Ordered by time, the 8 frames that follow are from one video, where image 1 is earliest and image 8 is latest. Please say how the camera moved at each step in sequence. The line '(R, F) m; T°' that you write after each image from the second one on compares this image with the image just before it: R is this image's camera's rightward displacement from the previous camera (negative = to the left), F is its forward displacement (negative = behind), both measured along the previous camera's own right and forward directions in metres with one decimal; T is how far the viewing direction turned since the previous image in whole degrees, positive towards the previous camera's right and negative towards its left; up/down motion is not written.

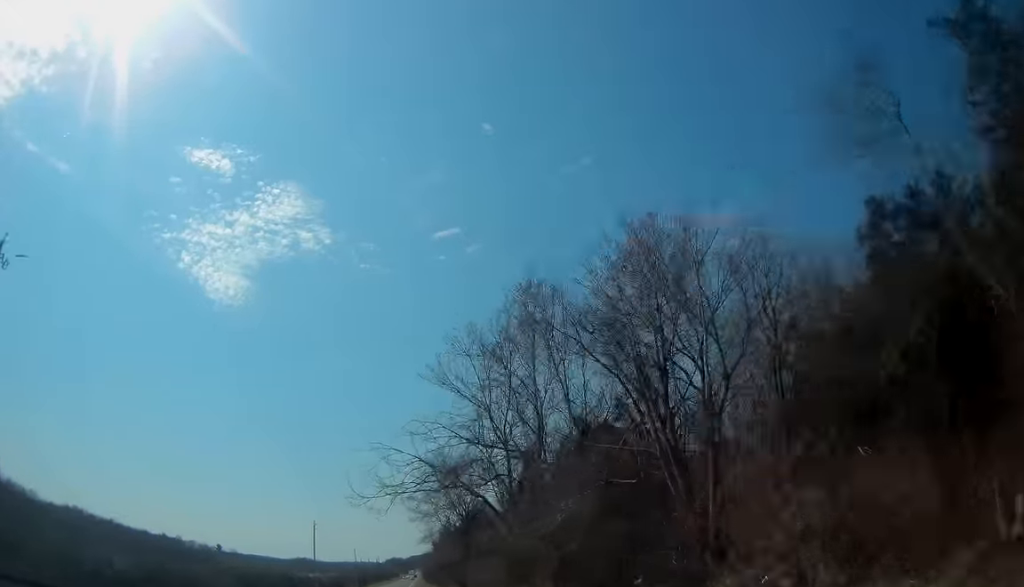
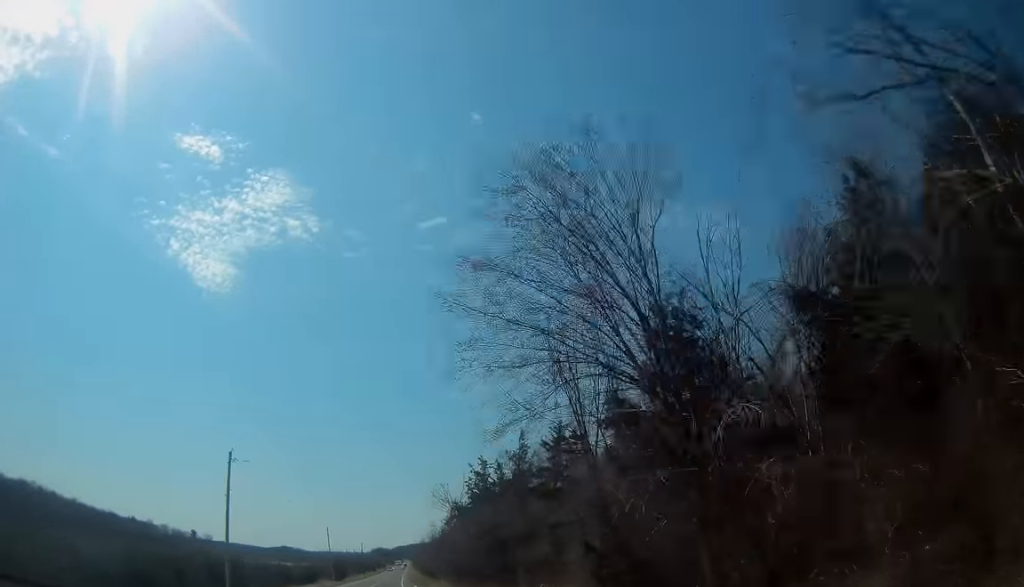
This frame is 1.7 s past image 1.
(+0.4, +46.1) m; +1°
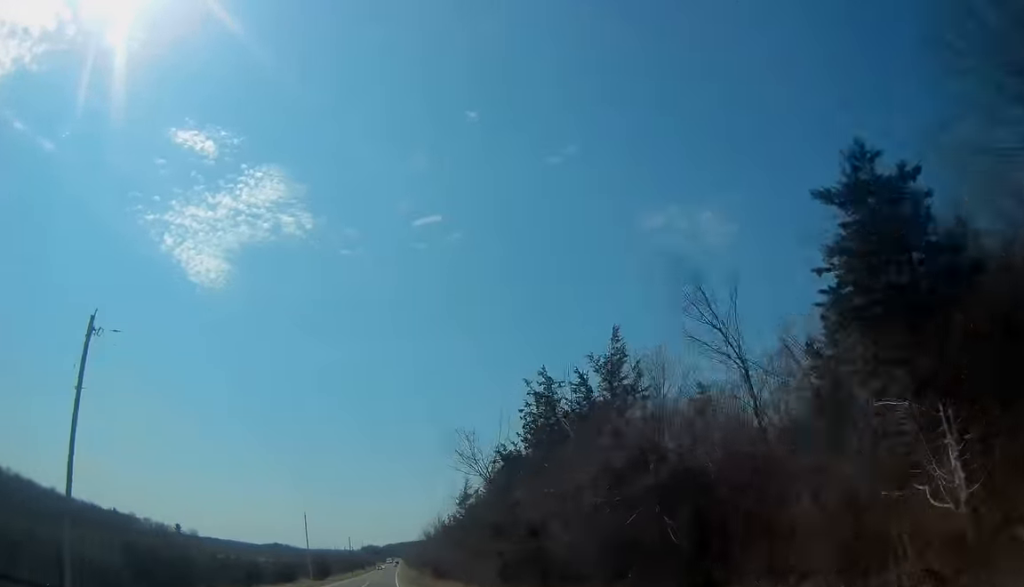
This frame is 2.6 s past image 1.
(+0.2, +23.9) m; +1°
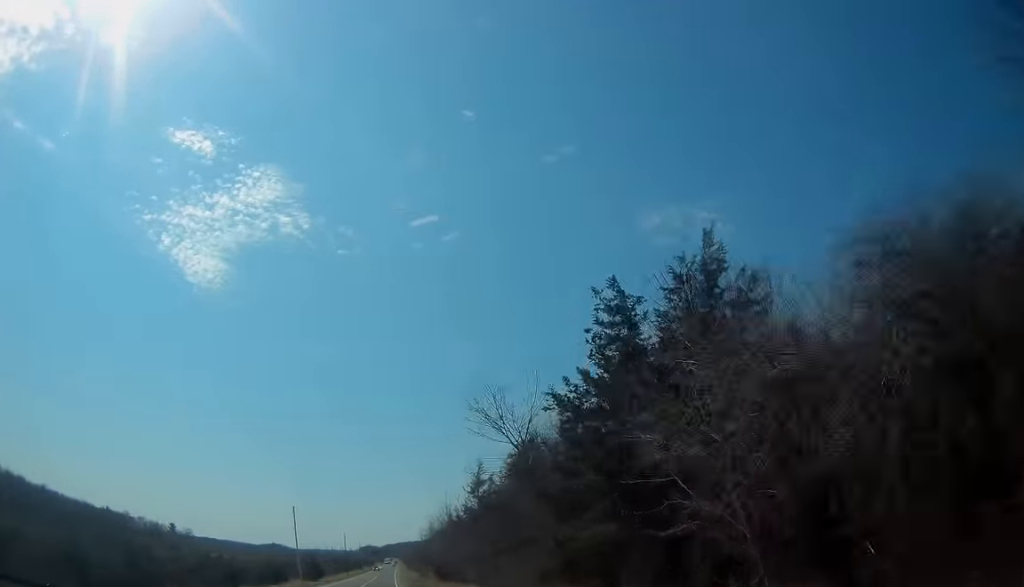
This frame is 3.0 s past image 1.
(0.0, +10.6) m; 0°
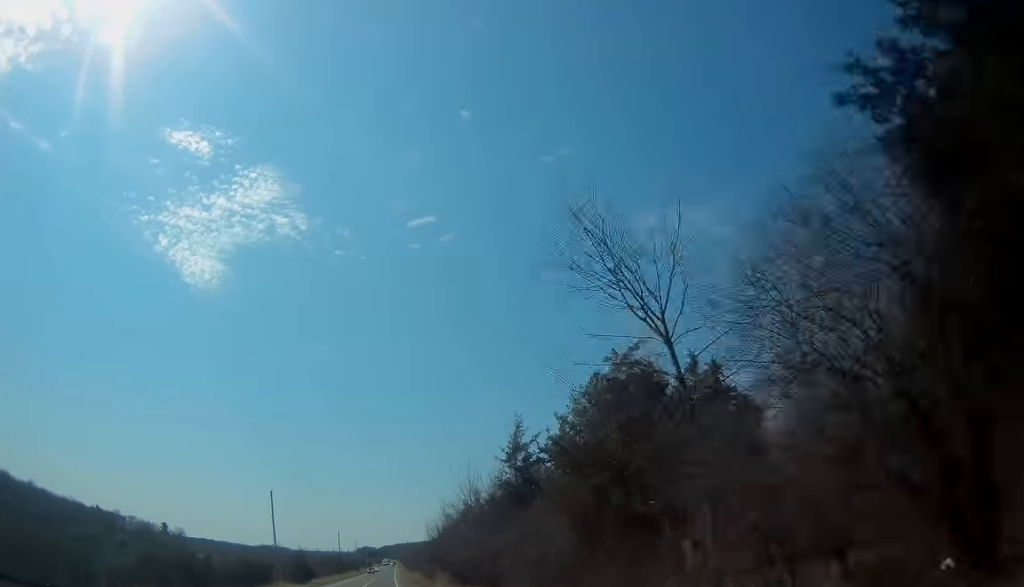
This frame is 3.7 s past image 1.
(0.0, +16.8) m; 0°
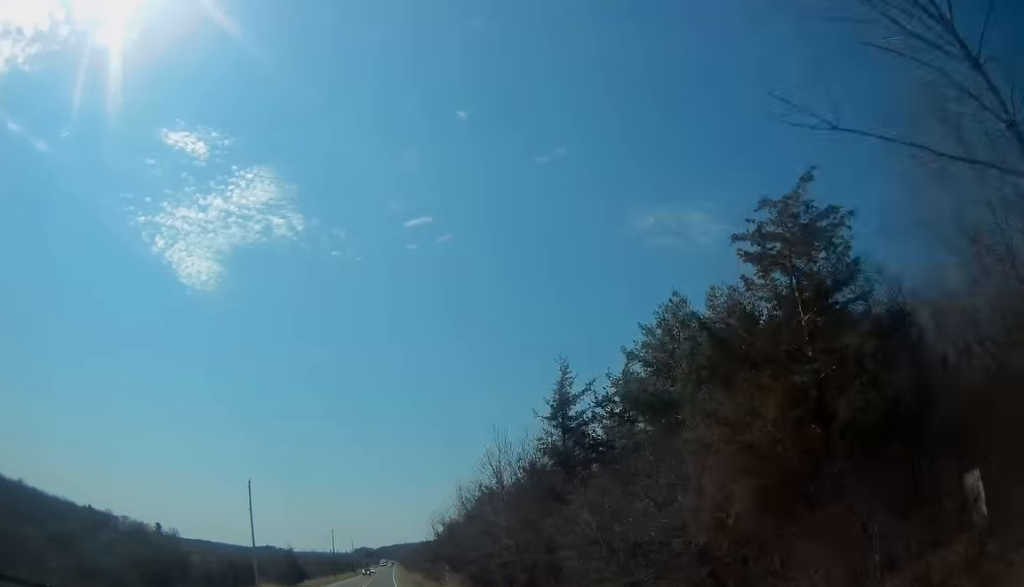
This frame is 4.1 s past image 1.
(0.0, +11.4) m; 0°
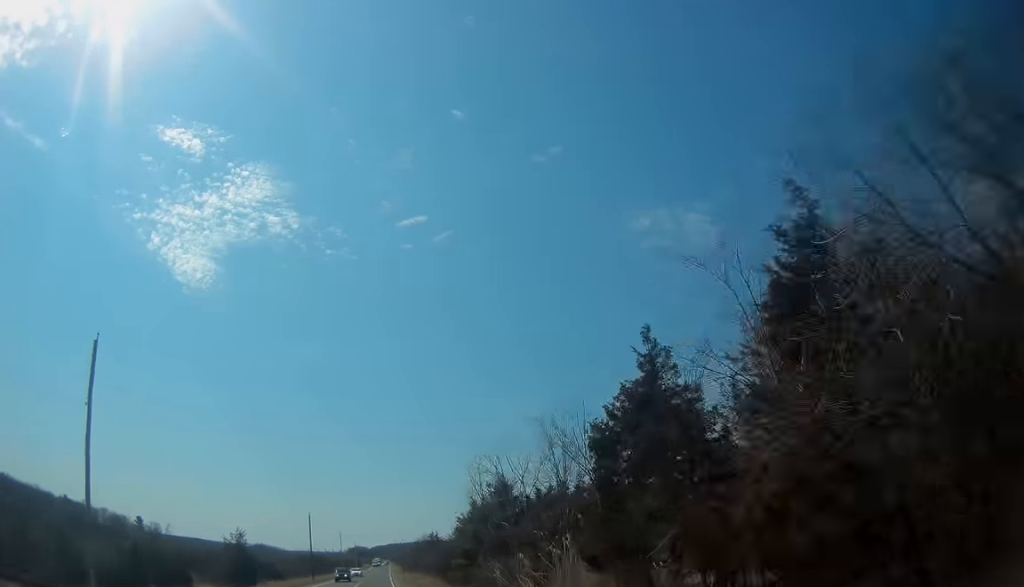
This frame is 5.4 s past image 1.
(+0.3, +35.1) m; 0°
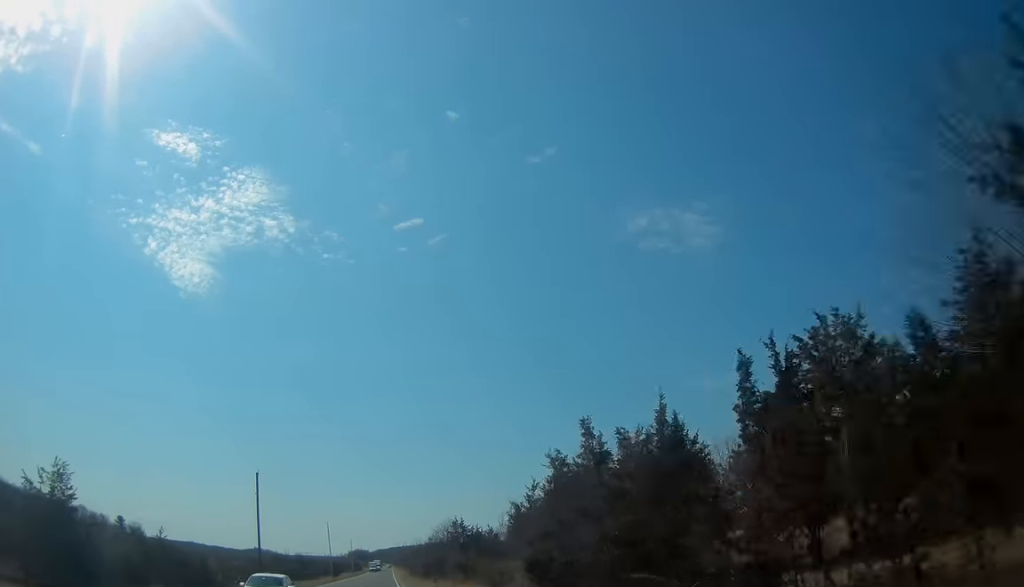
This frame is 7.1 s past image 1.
(0.0, +43.5) m; +1°
